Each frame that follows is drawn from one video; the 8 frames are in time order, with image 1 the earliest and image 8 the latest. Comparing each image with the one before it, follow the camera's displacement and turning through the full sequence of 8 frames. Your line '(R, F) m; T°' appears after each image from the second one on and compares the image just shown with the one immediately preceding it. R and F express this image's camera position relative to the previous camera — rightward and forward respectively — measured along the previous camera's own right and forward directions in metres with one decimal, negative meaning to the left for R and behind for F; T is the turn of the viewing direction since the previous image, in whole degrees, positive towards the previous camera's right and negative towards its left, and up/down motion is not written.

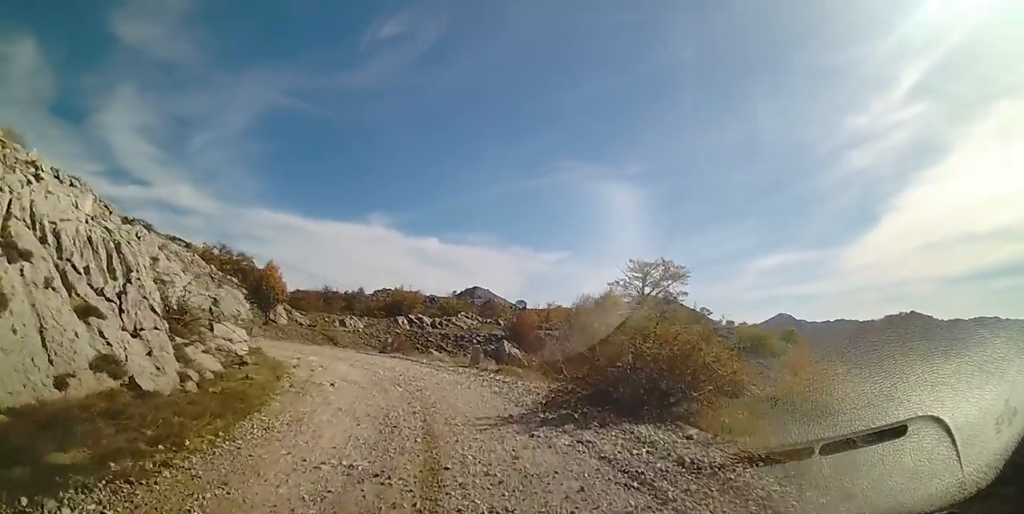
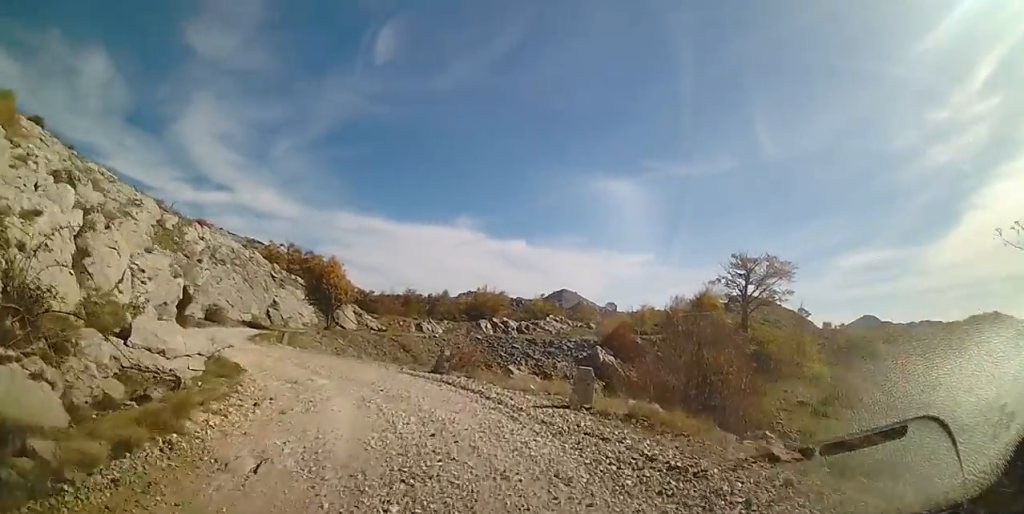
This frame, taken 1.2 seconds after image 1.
(-0.7, +6.6) m; -13°
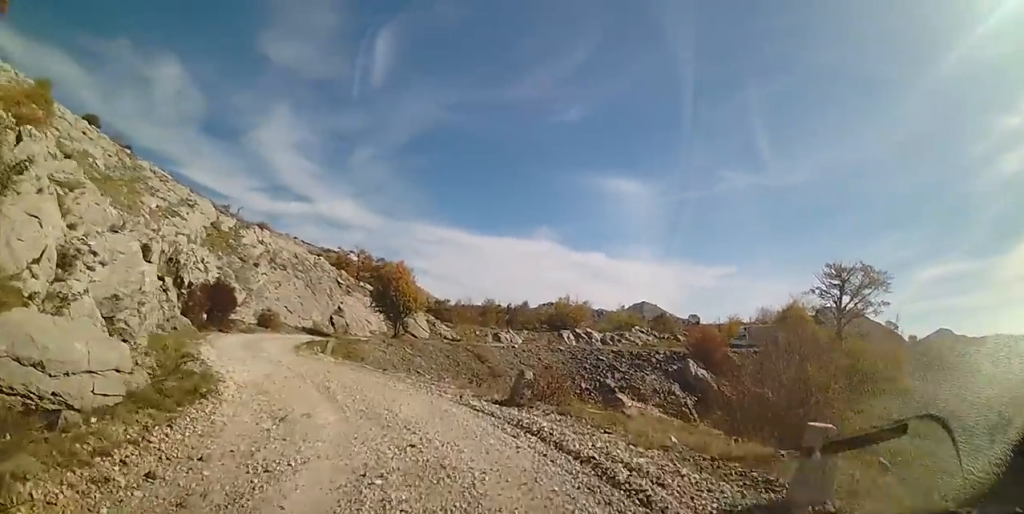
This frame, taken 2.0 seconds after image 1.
(-0.4, +4.3) m; -10°
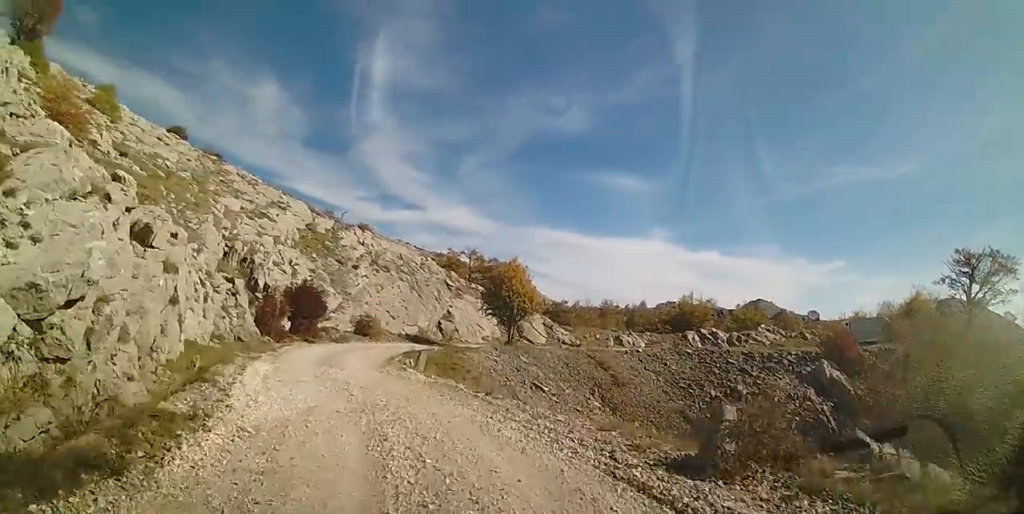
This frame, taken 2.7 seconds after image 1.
(-0.4, +4.1) m; -9°
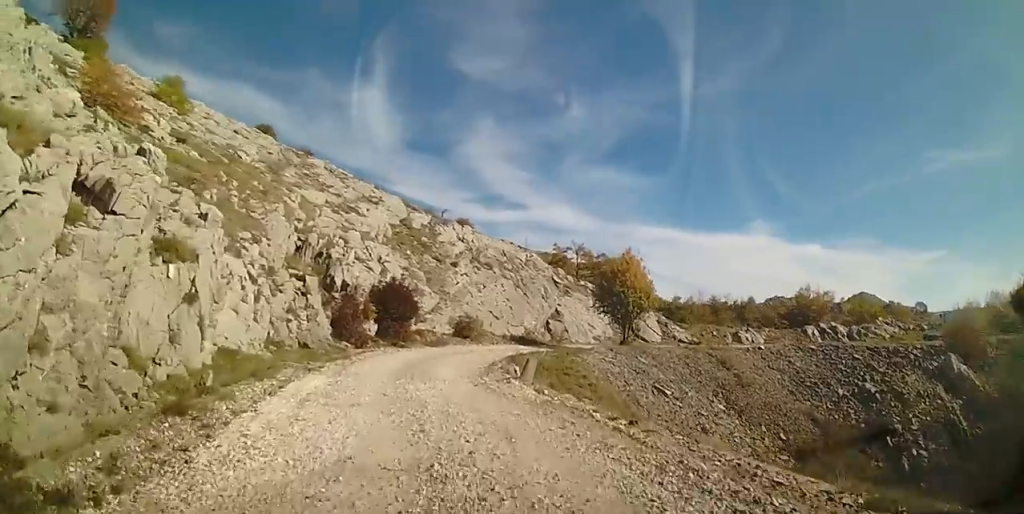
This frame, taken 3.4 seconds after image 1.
(-0.3, +3.8) m; -8°
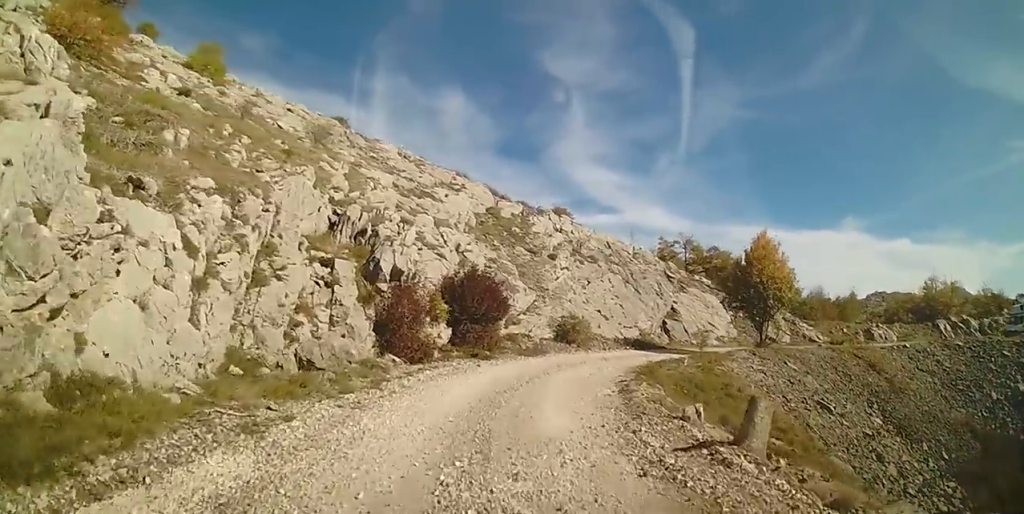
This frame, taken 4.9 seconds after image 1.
(-1.0, +7.6) m; -6°
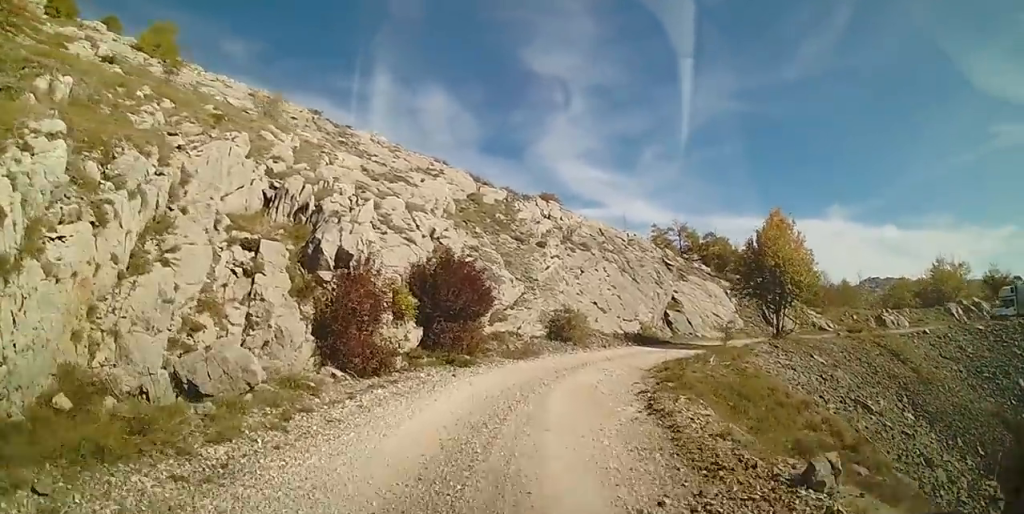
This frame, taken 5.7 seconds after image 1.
(+0.2, +3.6) m; +4°
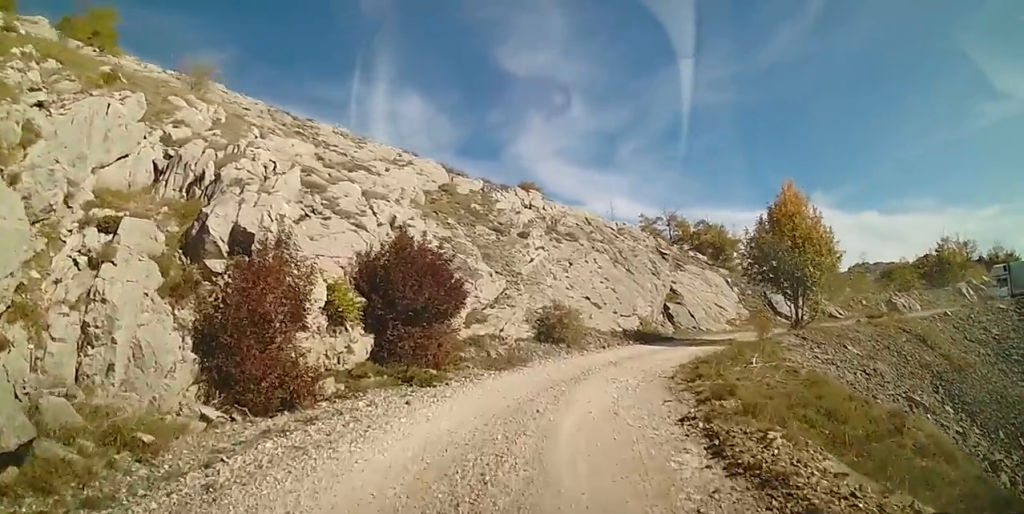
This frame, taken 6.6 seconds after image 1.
(+0.2, +3.8) m; +2°
